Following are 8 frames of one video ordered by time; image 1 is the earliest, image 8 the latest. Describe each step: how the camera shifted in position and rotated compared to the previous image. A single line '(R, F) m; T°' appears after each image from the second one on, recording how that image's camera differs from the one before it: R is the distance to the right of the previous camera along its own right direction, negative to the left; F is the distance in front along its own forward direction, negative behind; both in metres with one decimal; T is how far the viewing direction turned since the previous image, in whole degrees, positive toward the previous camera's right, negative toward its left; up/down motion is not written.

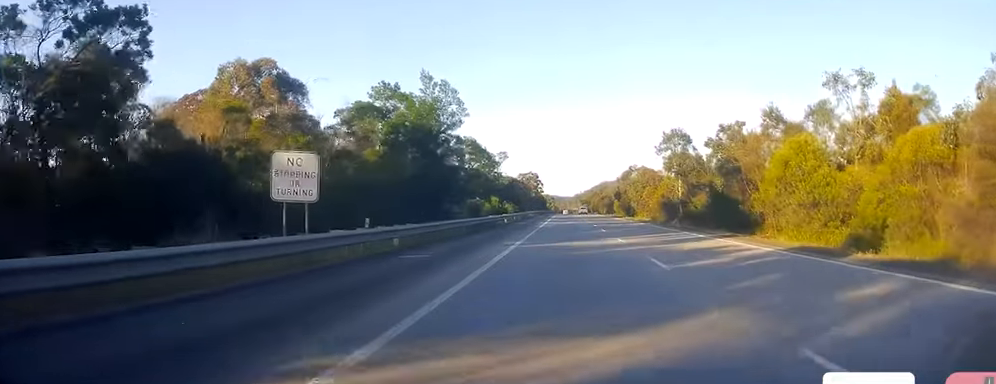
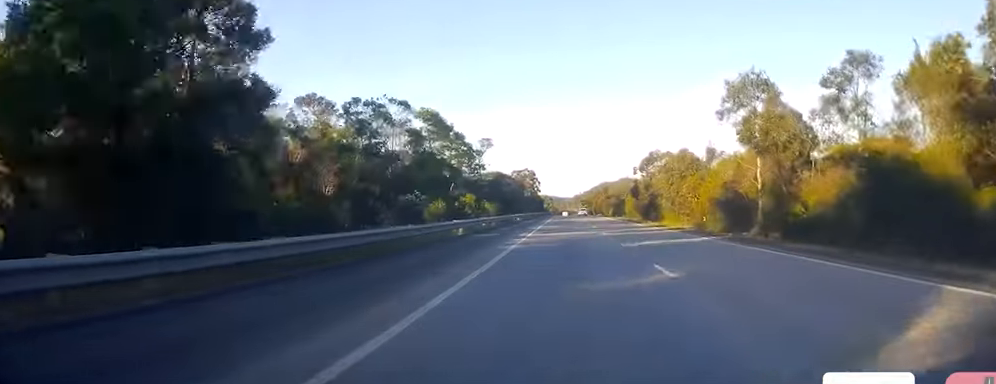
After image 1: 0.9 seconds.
(+0.3, +25.6) m; +1°
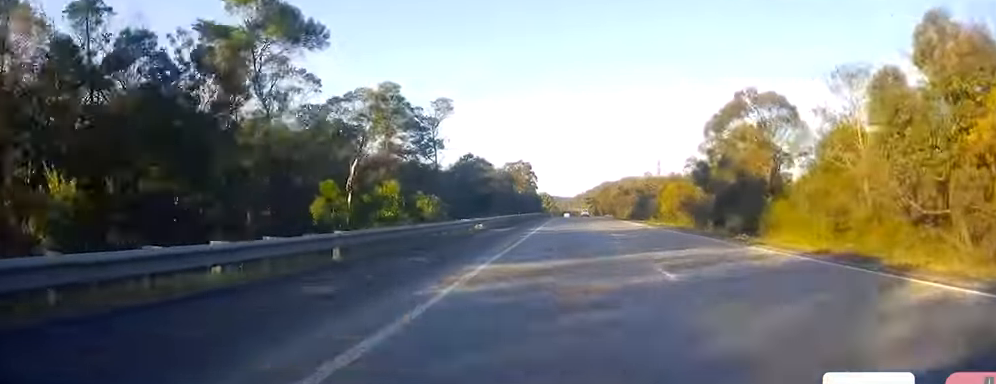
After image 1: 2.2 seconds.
(+0.1, +36.1) m; 0°
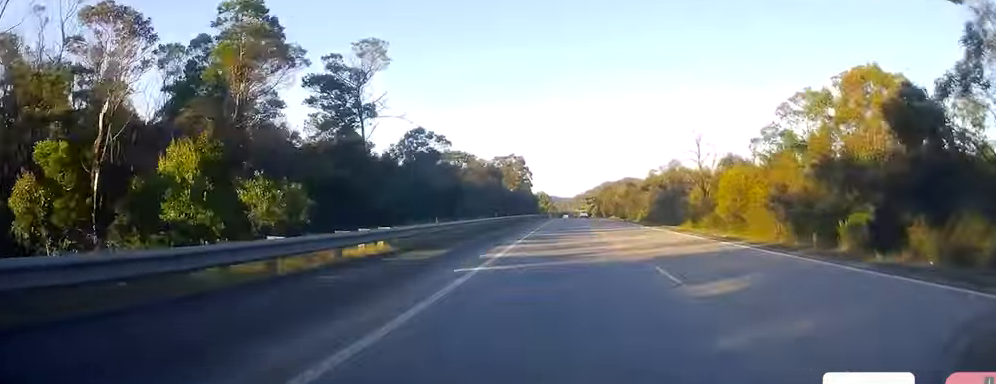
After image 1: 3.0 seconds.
(+0.1, +23.7) m; 0°
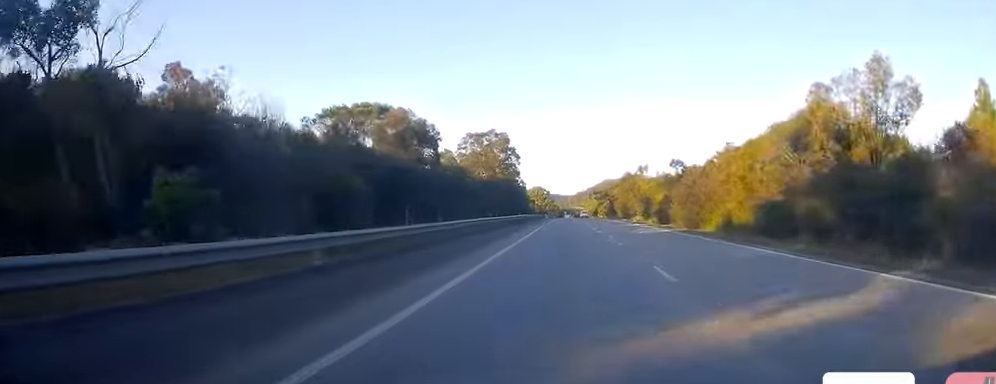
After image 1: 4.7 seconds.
(-0.2, +47.5) m; -1°
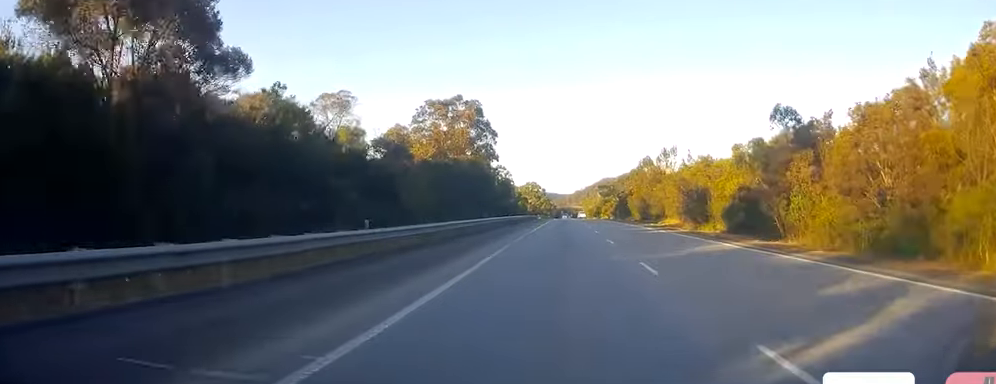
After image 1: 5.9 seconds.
(-0.5, +34.2) m; 0°
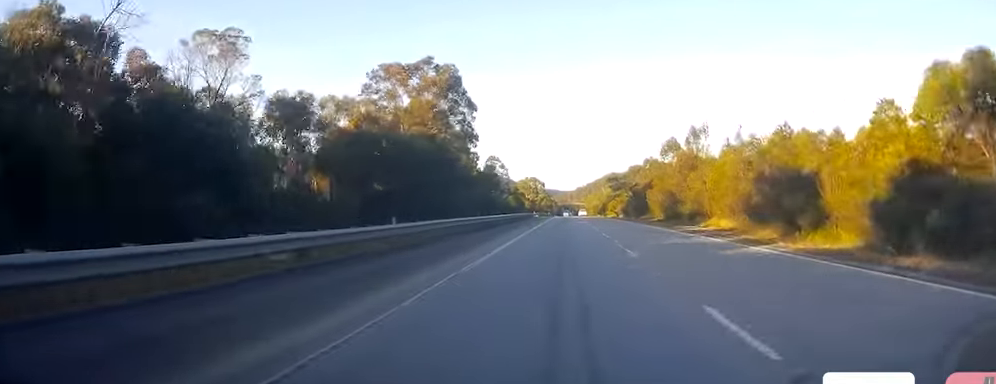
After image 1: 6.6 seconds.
(+0.4, +21.0) m; +1°
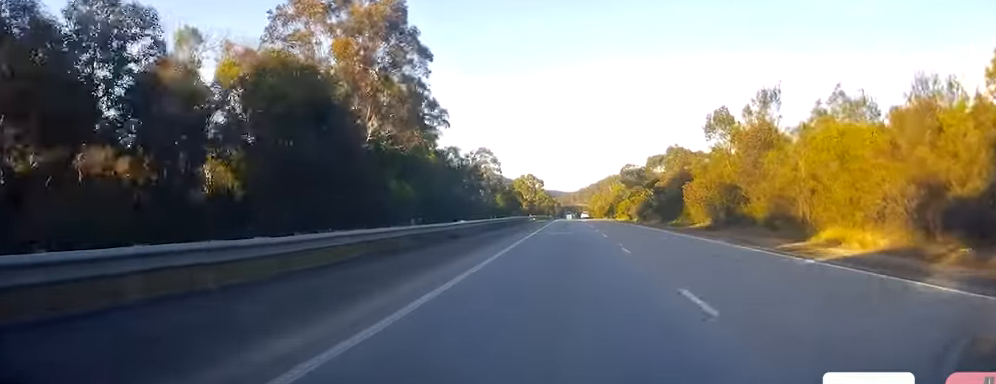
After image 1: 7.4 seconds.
(+0.1, +21.9) m; 0°
